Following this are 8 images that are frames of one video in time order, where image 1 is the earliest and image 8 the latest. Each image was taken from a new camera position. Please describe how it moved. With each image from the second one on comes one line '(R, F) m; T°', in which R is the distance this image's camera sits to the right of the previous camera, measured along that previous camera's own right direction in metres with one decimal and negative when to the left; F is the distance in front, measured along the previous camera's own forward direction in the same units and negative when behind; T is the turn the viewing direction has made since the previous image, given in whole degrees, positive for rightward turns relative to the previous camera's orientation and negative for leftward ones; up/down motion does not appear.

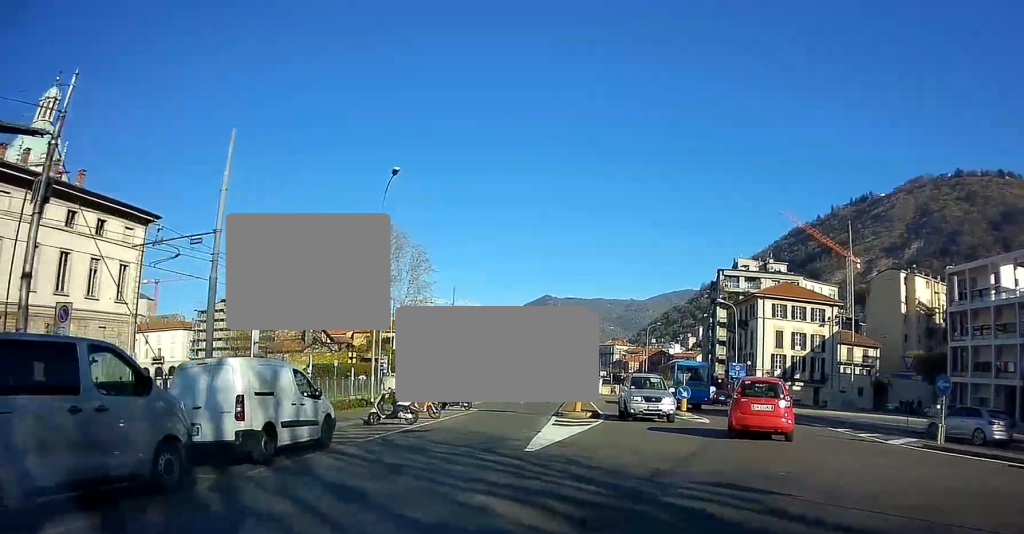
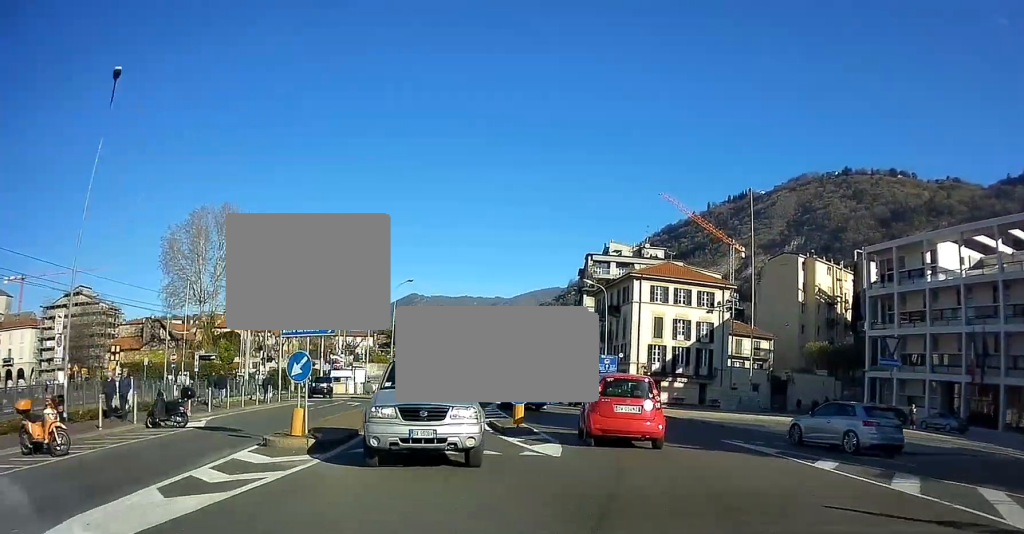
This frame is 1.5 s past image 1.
(+1.2, +12.3) m; +8°
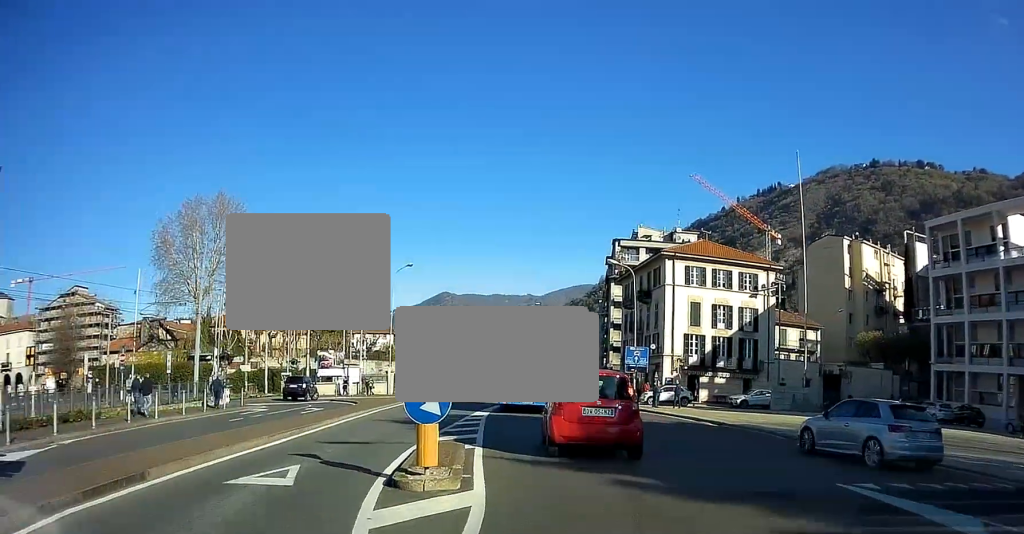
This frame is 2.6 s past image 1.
(+0.2, +8.5) m; 0°
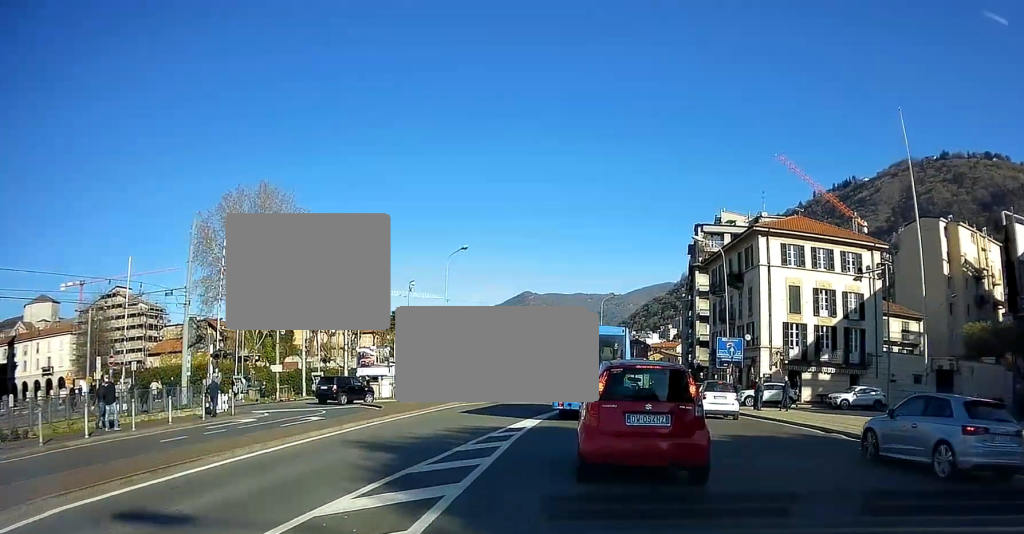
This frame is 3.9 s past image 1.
(-0.2, +7.5) m; -7°
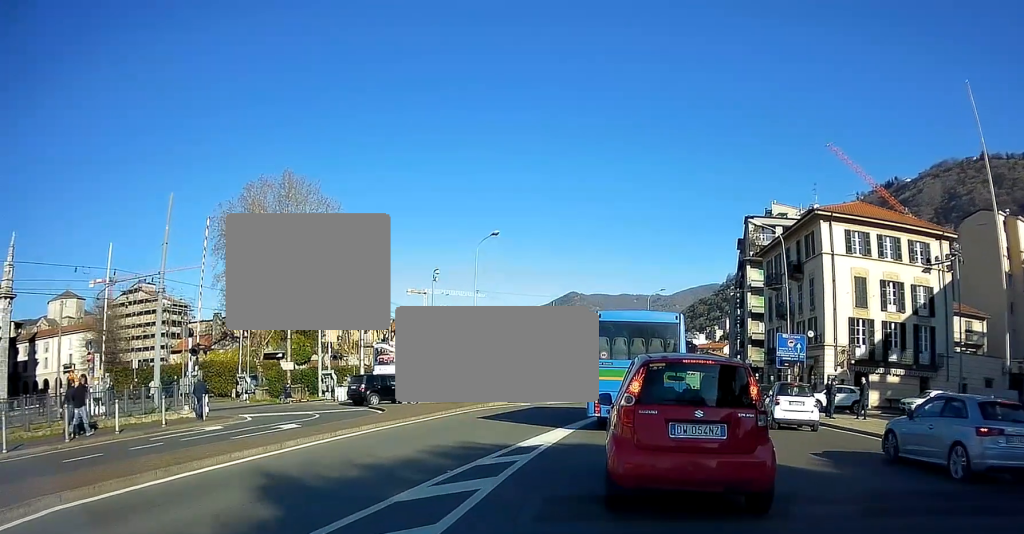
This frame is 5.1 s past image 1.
(-0.5, +5.1) m; -4°
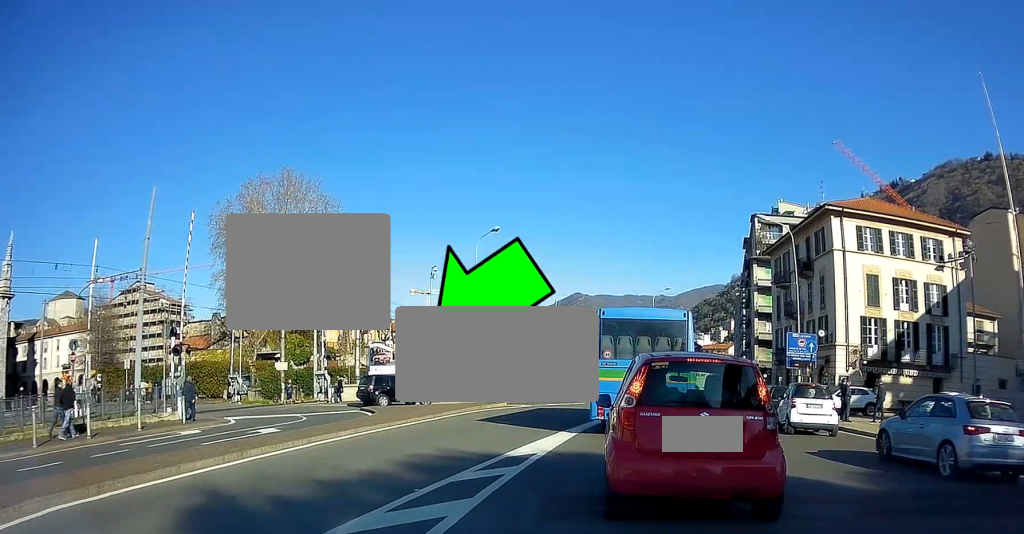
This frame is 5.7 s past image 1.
(0.0, +1.6) m; +5°
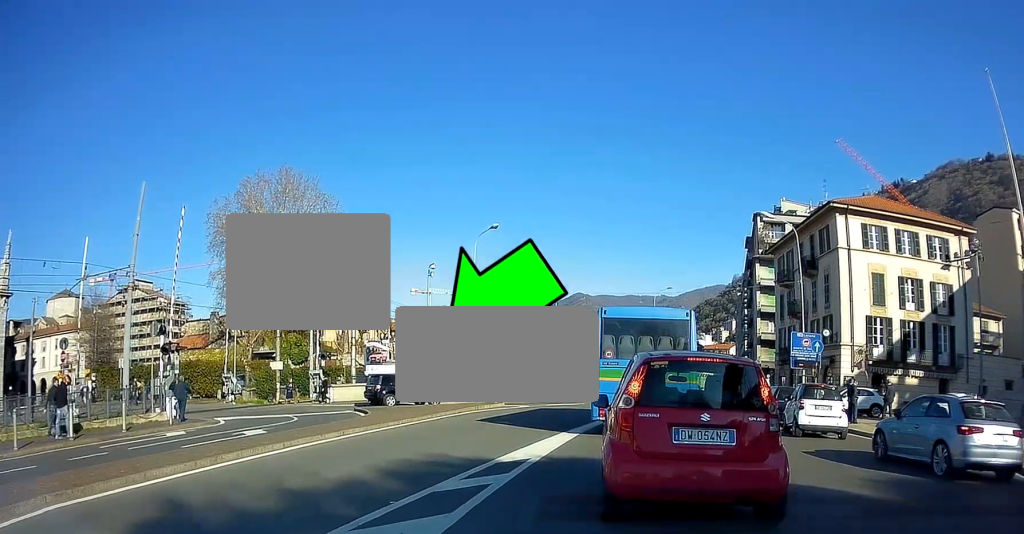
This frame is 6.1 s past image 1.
(0.0, +1.0) m; +2°
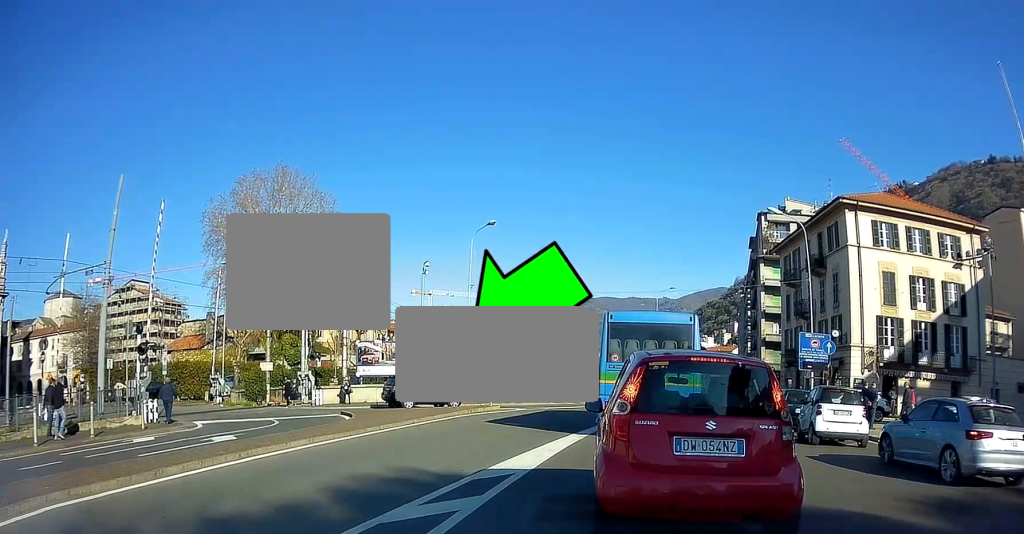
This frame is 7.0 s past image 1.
(+0.2, +1.5) m; 0°
